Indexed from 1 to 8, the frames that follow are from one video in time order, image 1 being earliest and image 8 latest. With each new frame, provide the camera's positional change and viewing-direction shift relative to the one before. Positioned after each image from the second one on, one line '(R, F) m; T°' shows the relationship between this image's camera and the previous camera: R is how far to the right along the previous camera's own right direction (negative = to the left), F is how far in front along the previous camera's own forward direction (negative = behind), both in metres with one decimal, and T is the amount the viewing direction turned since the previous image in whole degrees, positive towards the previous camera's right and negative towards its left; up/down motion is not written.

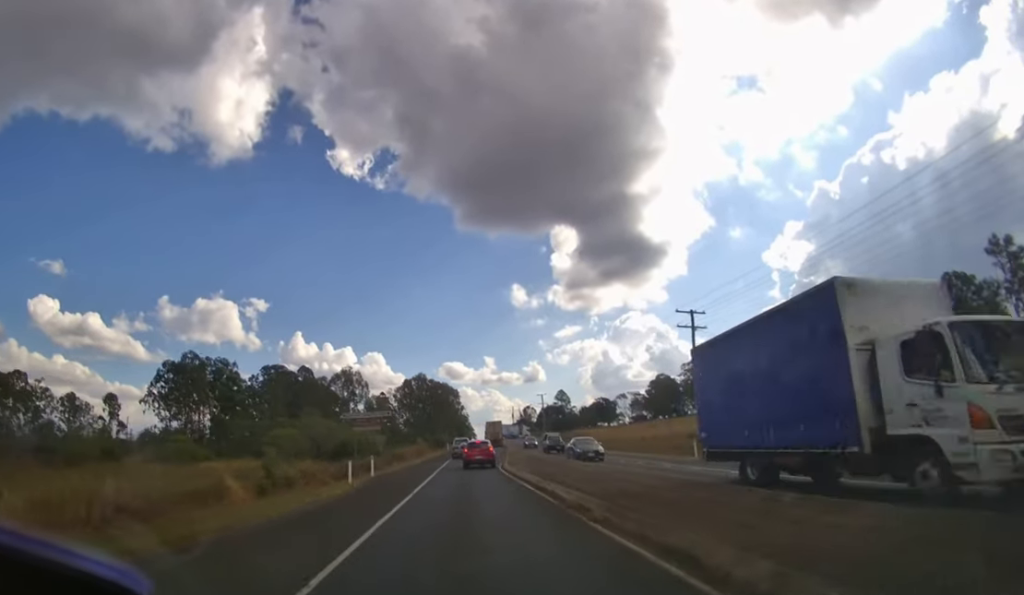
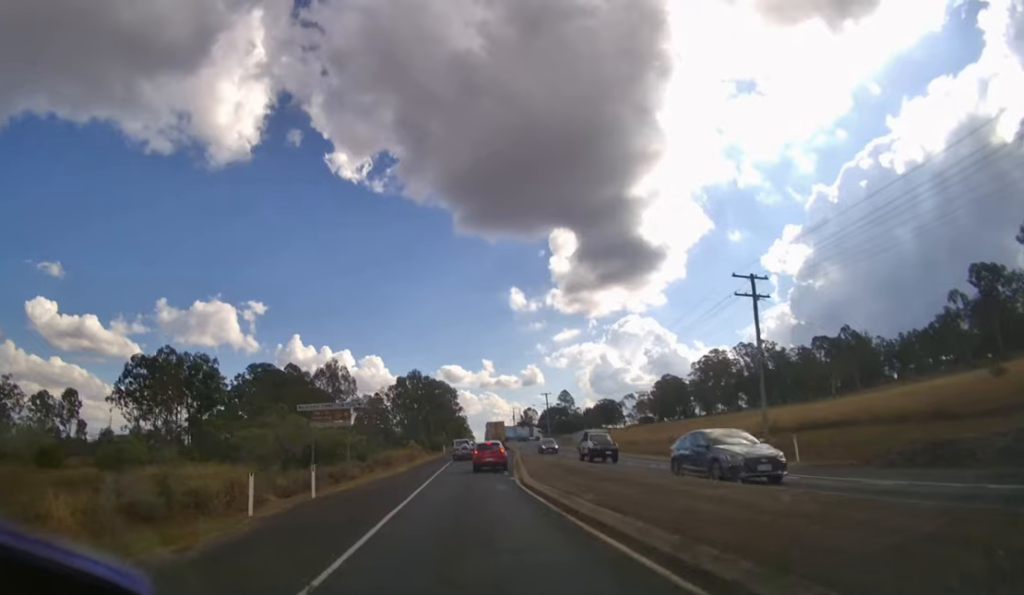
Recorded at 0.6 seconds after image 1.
(+0.1, +9.1) m; 0°
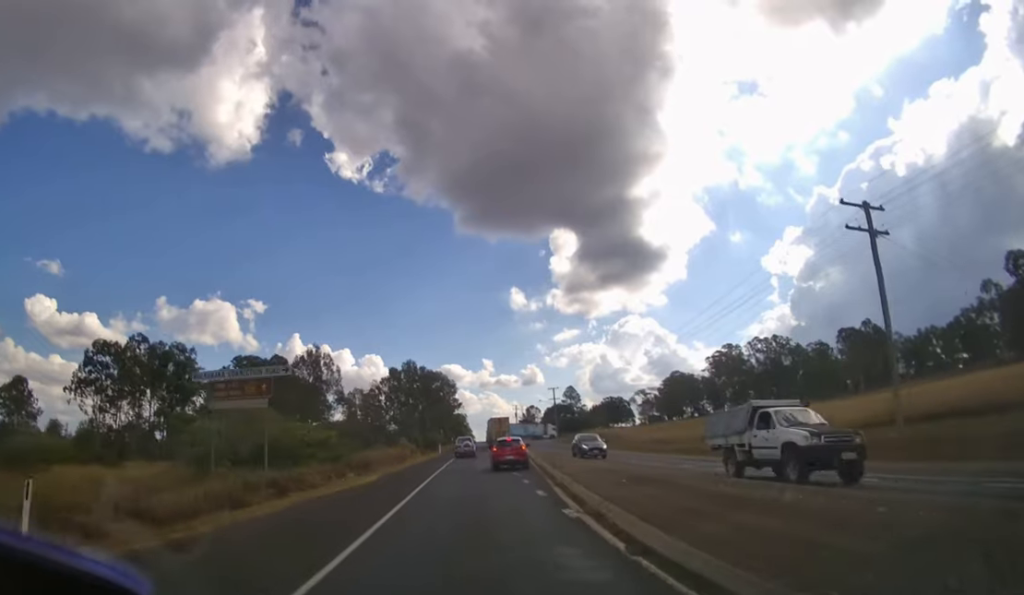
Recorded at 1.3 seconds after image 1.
(0.0, +10.3) m; 0°
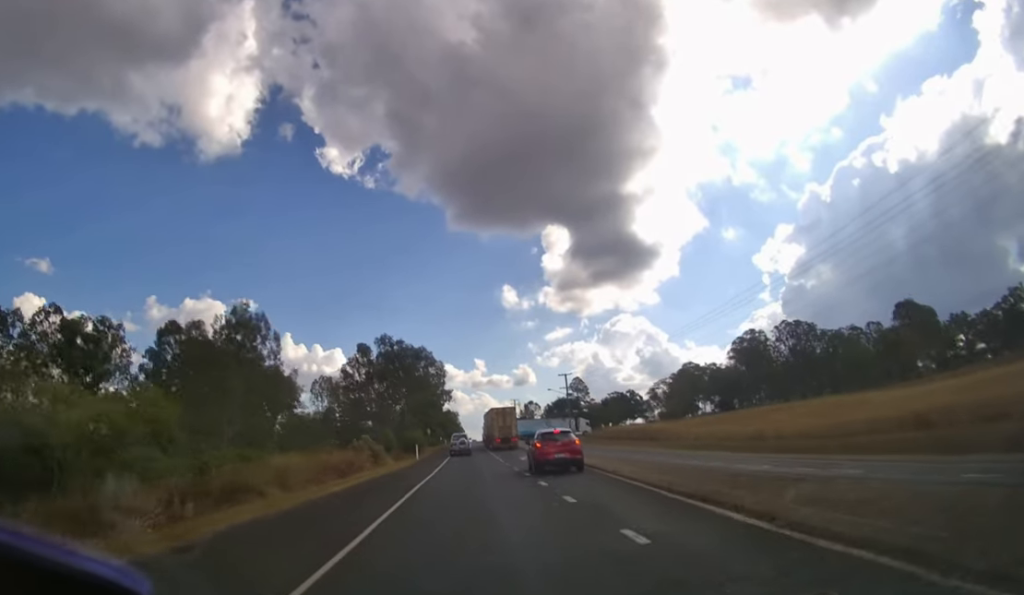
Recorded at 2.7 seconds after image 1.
(+0.1, +23.1) m; +1°
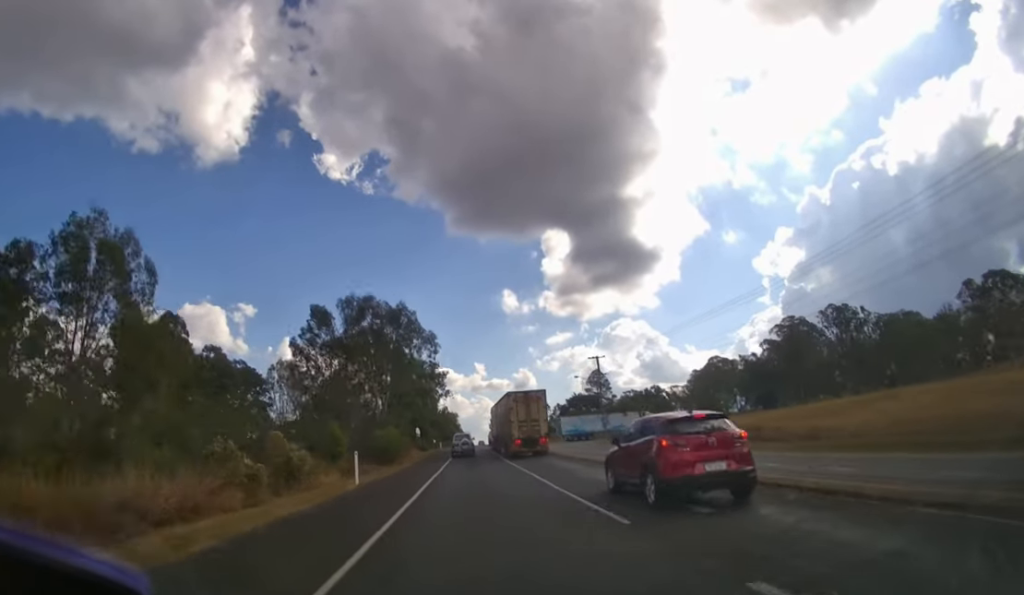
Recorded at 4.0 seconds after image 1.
(+0.1, +26.8) m; 0°
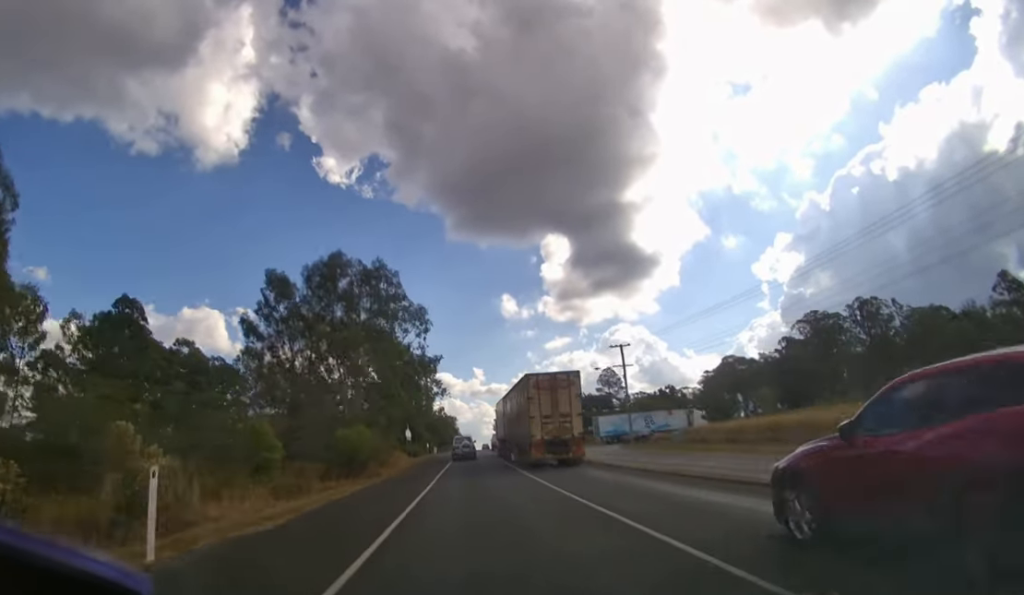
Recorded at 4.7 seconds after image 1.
(0.0, +12.9) m; 0°
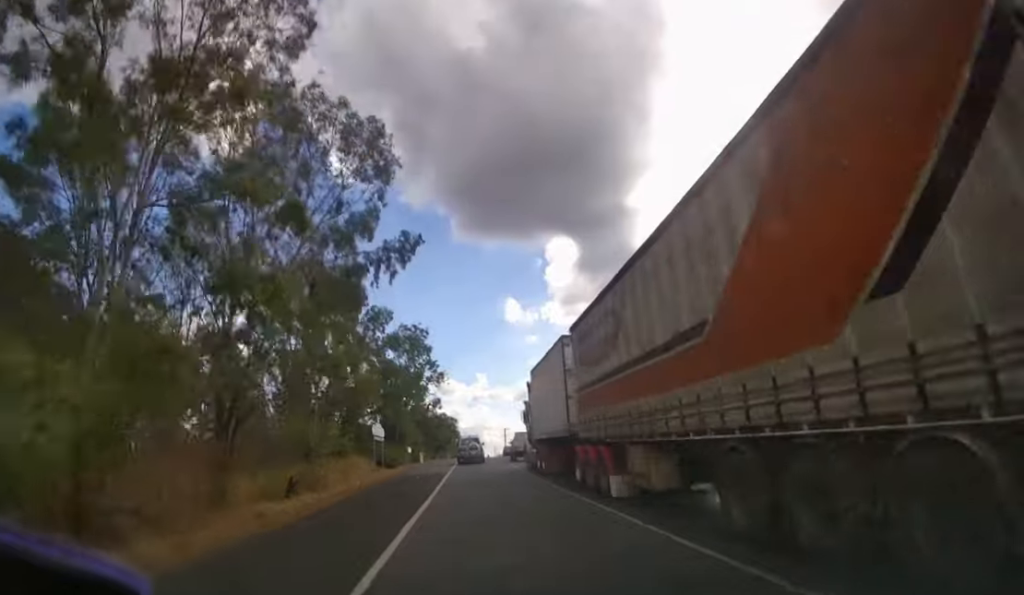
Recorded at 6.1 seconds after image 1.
(0.0, +25.6) m; 0°
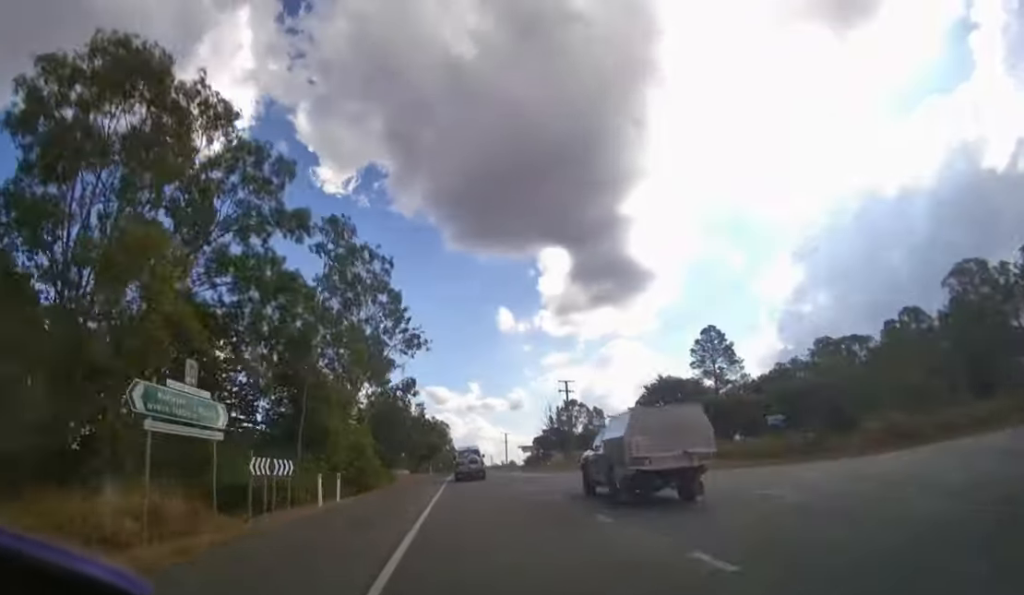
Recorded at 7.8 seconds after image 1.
(+0.1, +28.6) m; +1°
